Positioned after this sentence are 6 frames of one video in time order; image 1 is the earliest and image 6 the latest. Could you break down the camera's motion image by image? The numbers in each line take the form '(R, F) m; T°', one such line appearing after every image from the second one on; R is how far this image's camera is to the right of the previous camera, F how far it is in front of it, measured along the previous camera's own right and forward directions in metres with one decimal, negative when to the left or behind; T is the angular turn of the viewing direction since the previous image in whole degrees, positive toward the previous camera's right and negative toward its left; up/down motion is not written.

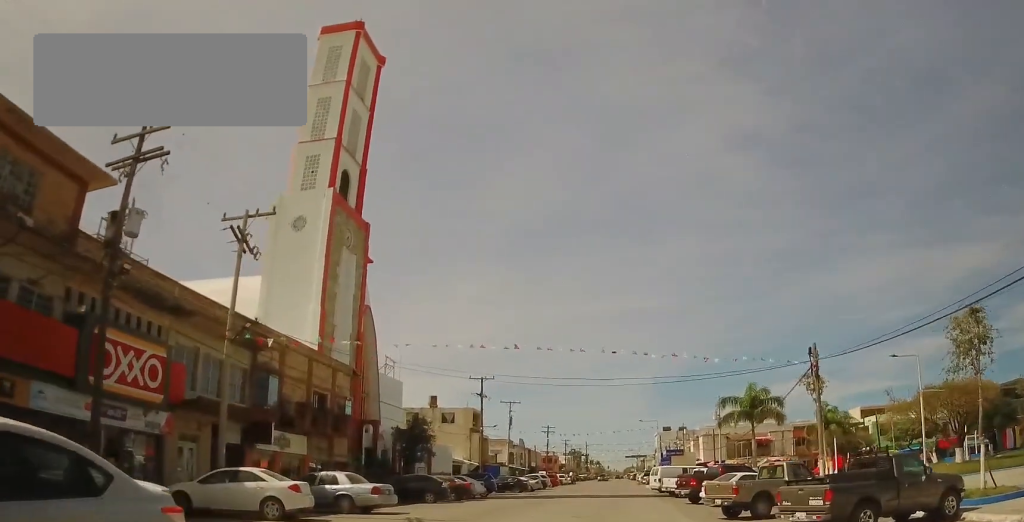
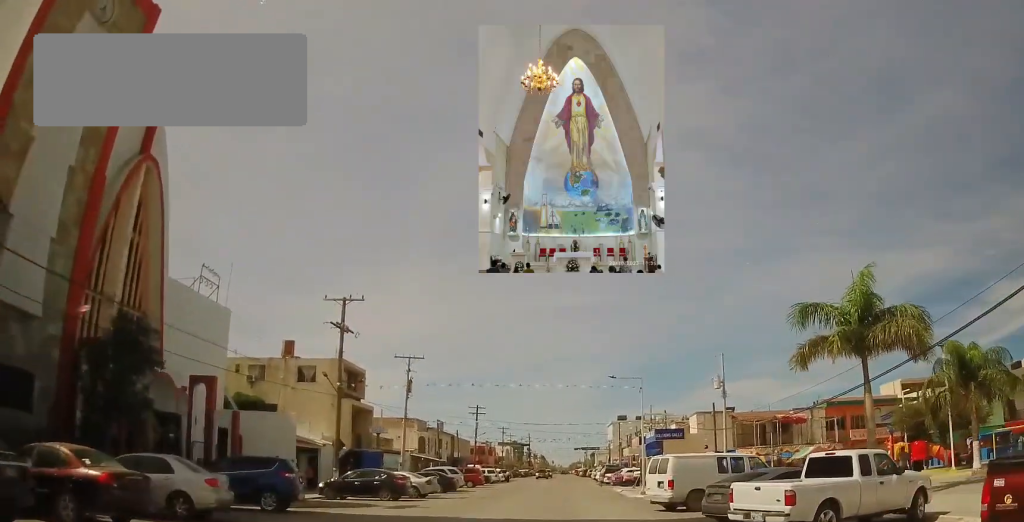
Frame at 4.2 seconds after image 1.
(+4.9, +20.4) m; +17°
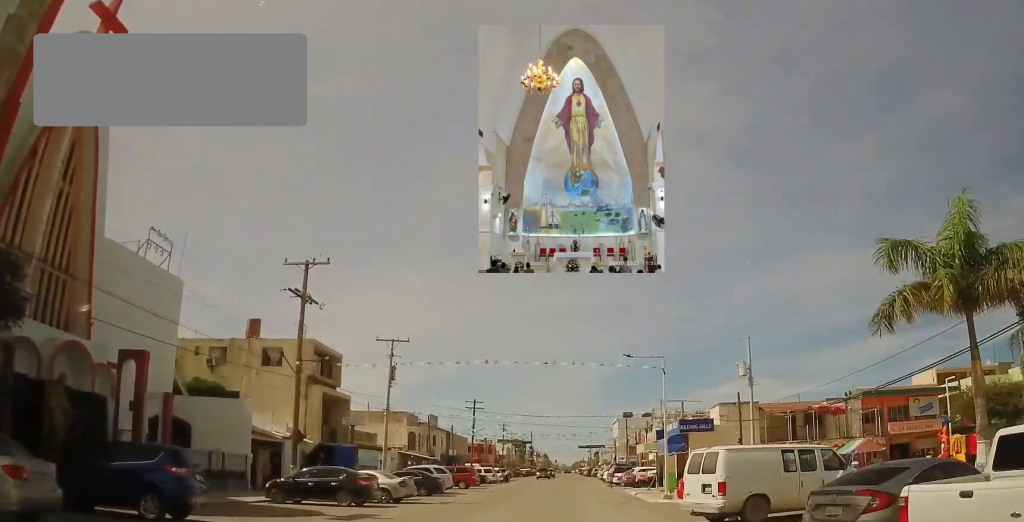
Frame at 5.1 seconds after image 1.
(+0.1, +5.9) m; +1°
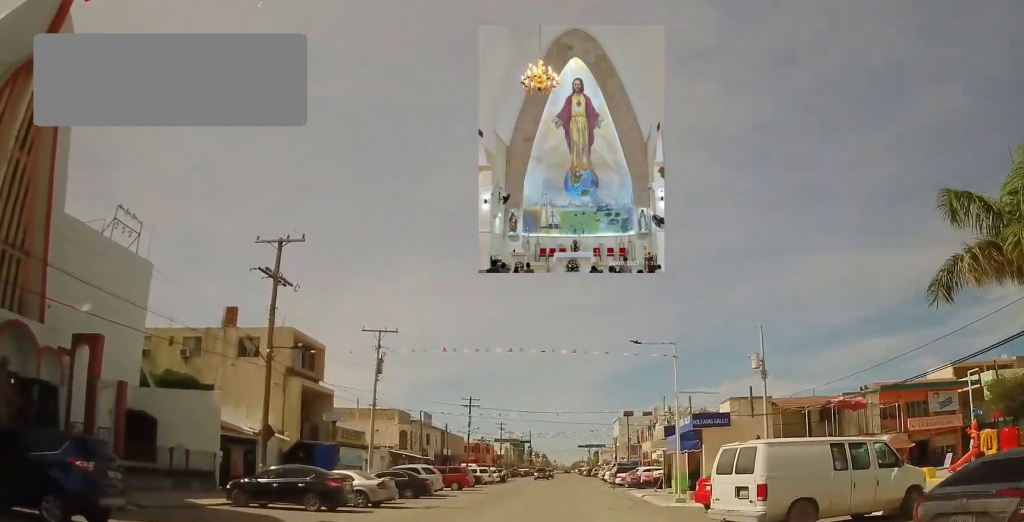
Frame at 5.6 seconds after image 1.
(-0.2, +3.1) m; 0°
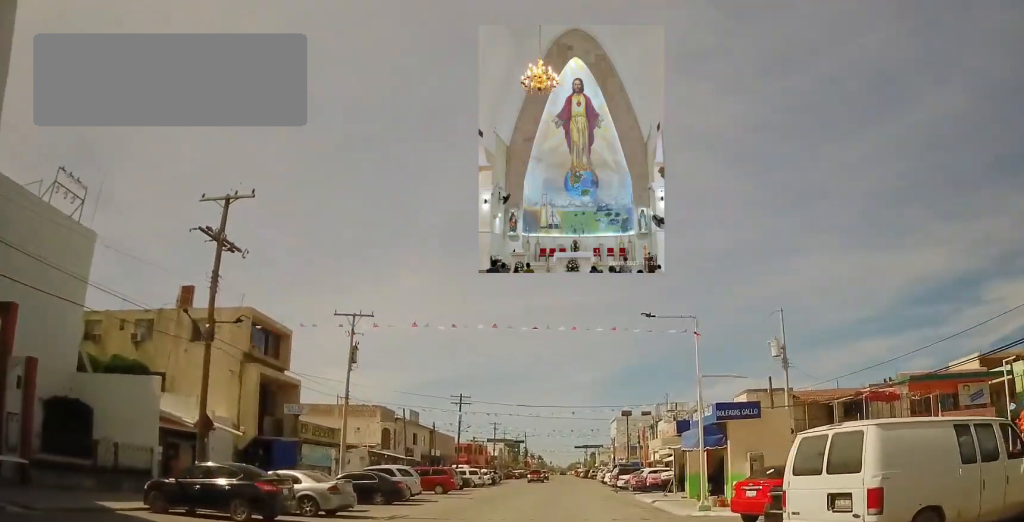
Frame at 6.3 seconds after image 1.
(+0.2, +4.5) m; +2°
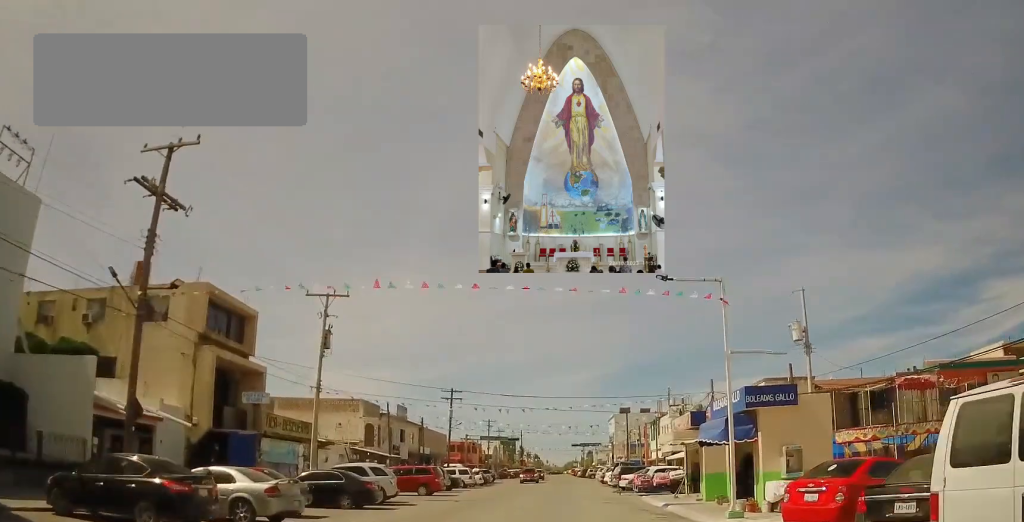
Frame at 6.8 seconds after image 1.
(+0.1, +3.7) m; +2°
